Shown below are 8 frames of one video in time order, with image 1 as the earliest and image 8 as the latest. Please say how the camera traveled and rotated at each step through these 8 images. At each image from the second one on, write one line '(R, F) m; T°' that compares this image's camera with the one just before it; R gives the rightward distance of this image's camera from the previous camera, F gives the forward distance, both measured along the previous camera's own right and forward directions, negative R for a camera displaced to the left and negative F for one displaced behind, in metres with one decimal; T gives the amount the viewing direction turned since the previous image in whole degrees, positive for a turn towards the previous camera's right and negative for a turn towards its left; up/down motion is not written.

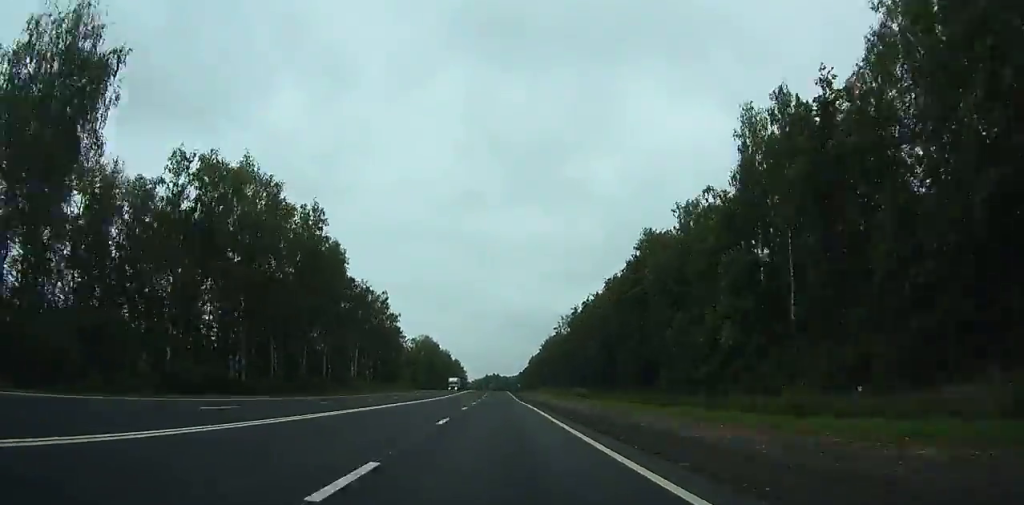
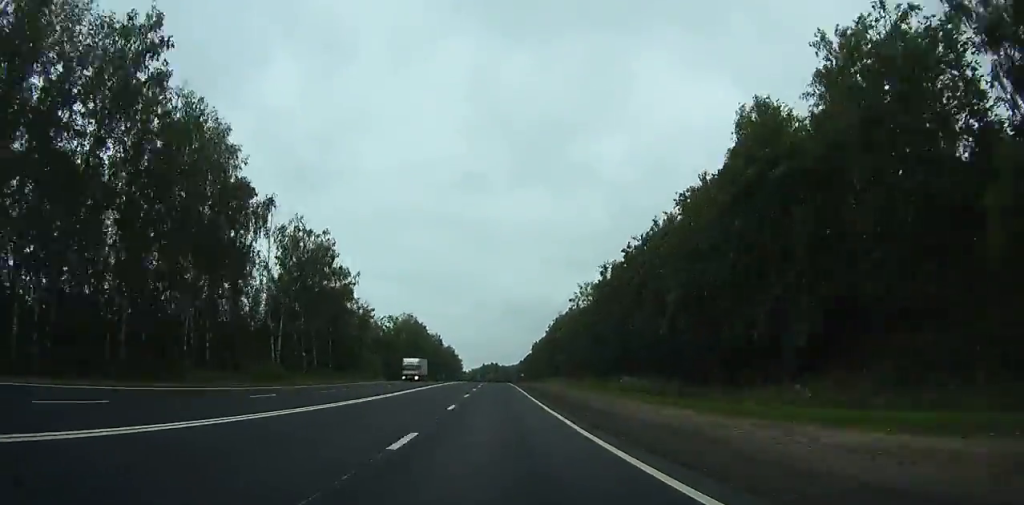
(-0.1, +43.1) m; 0°
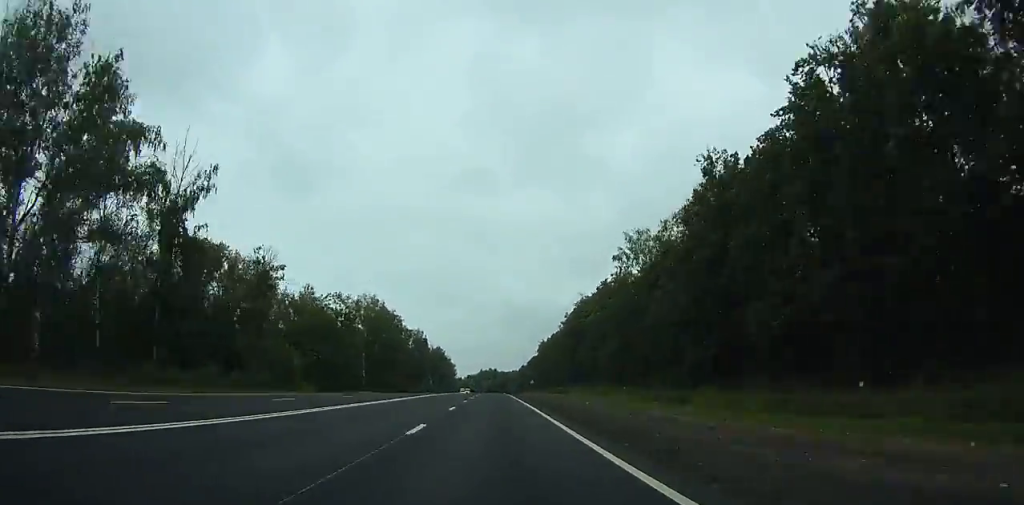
(0.0, +57.5) m; 0°
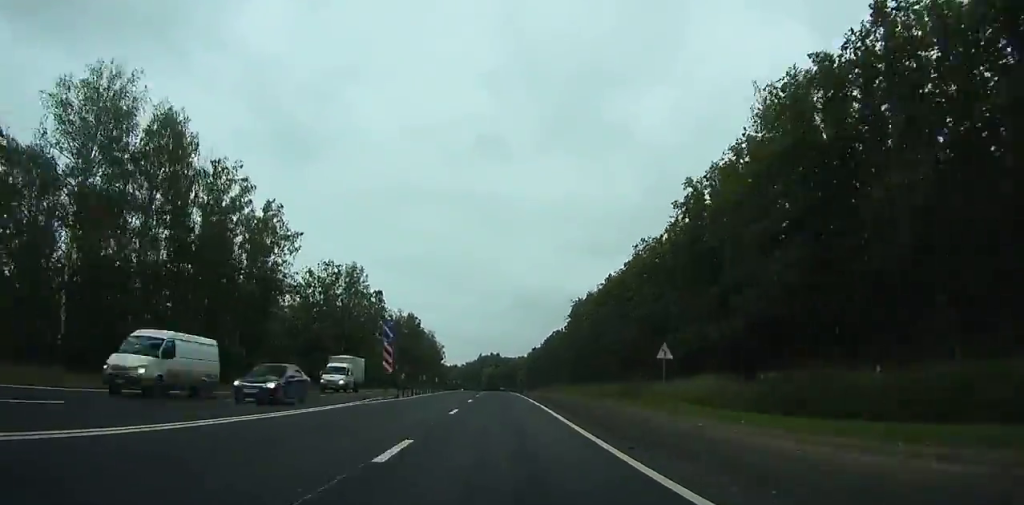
(0.0, +102.7) m; 0°
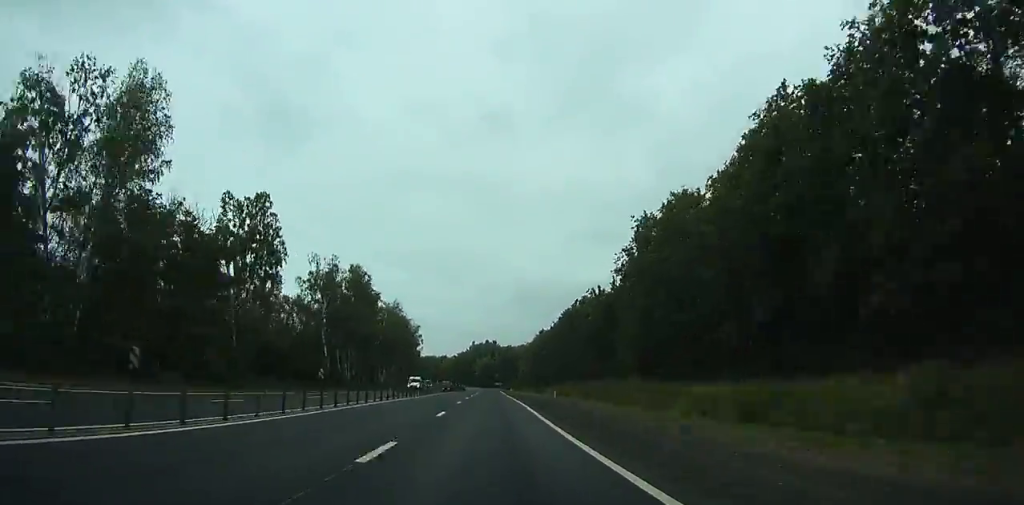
(+0.1, +73.0) m; -1°
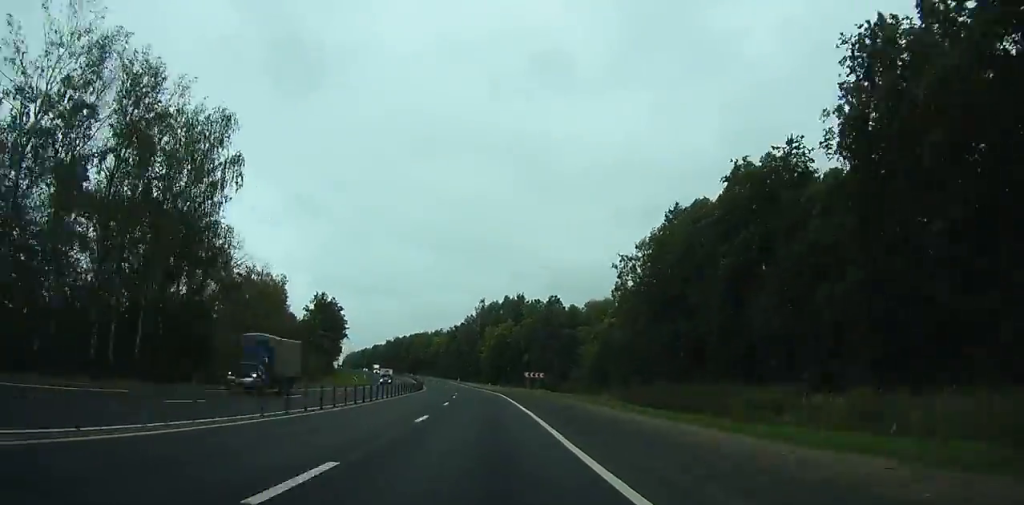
(-3.9, +158.5) m; -1°
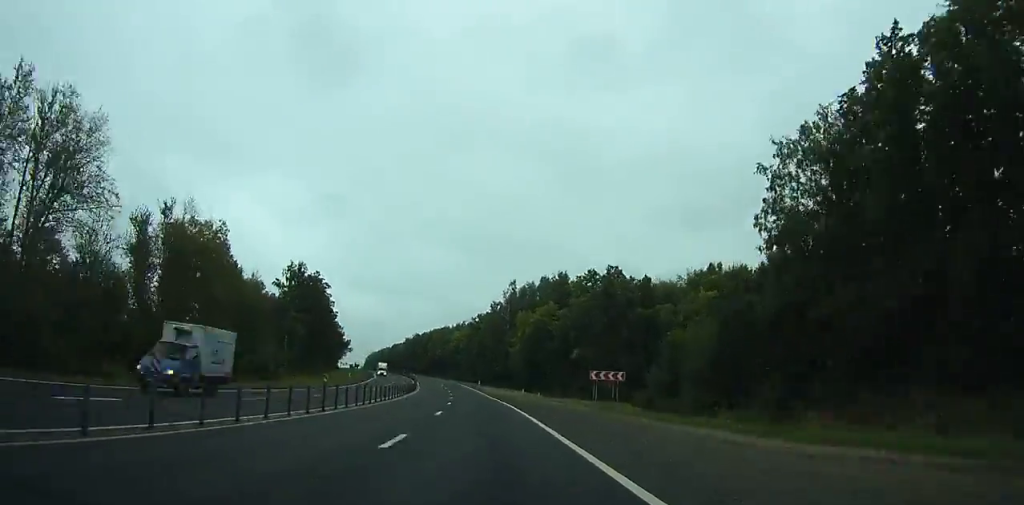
(+3.1, +43.6) m; -1°
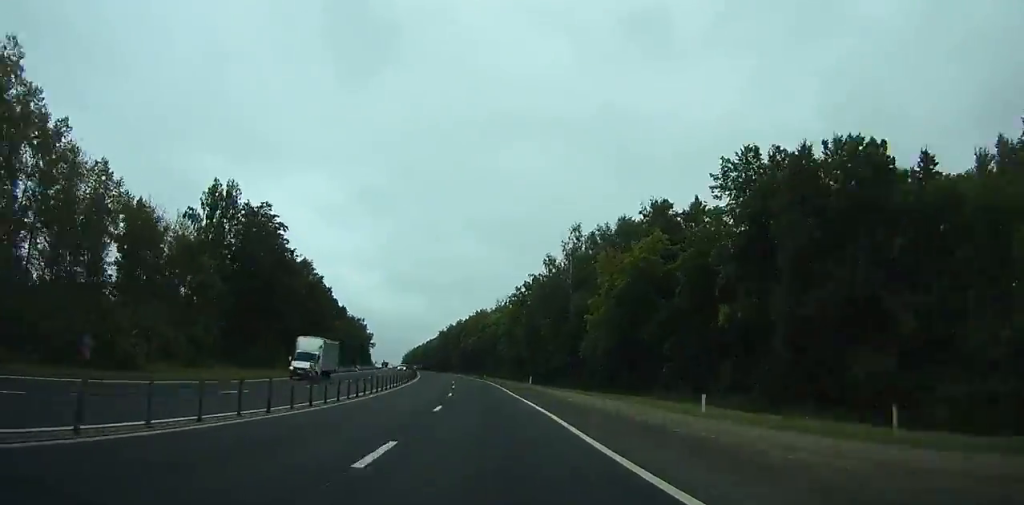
(-1.3, +52.6) m; -4°
